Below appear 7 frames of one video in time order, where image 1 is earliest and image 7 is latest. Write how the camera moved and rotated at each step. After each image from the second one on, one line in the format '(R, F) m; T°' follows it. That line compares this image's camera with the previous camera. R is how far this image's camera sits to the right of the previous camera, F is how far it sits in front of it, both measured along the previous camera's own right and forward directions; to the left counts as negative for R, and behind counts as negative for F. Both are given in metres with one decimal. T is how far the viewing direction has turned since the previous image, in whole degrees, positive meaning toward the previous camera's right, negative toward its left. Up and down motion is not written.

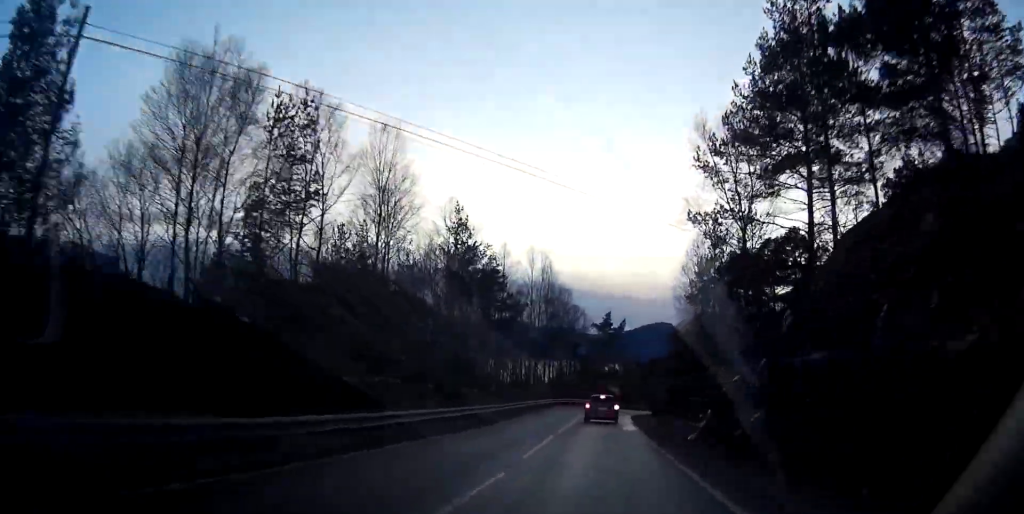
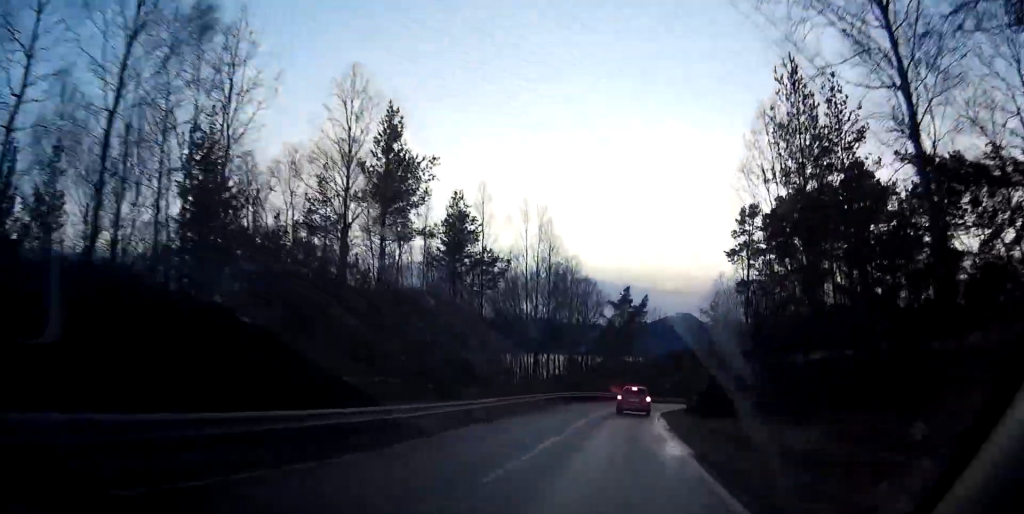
(-0.2, +17.5) m; -2°
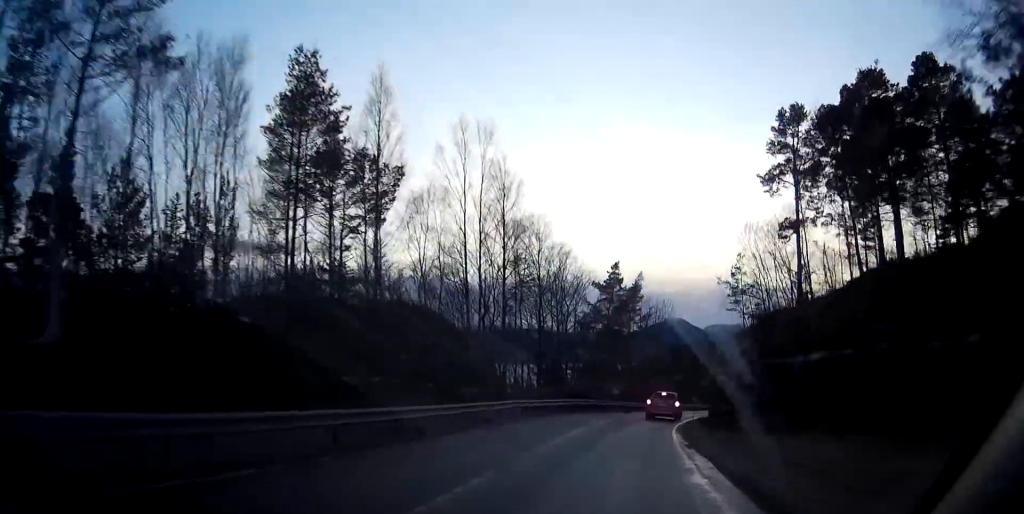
(-0.3, +19.6) m; +1°
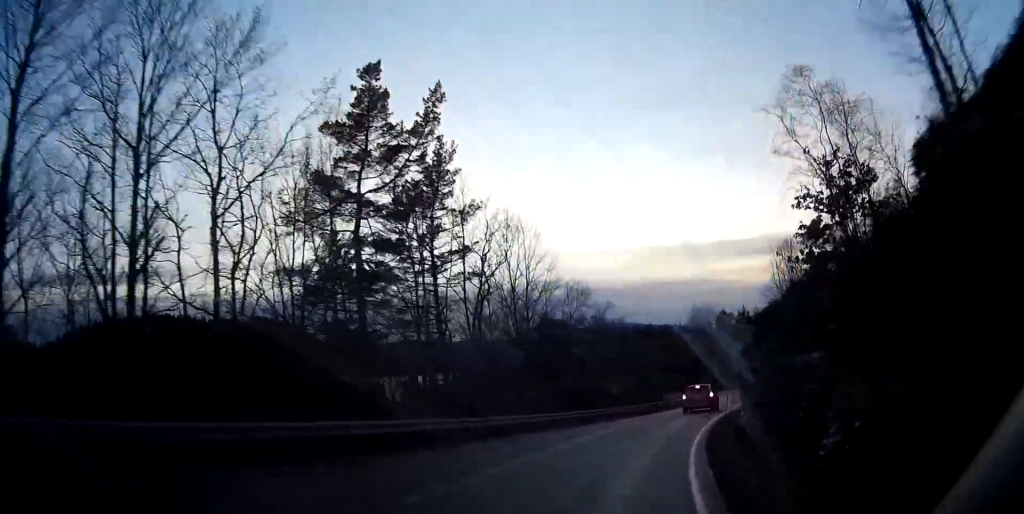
(+2.1, +42.0) m; +9°
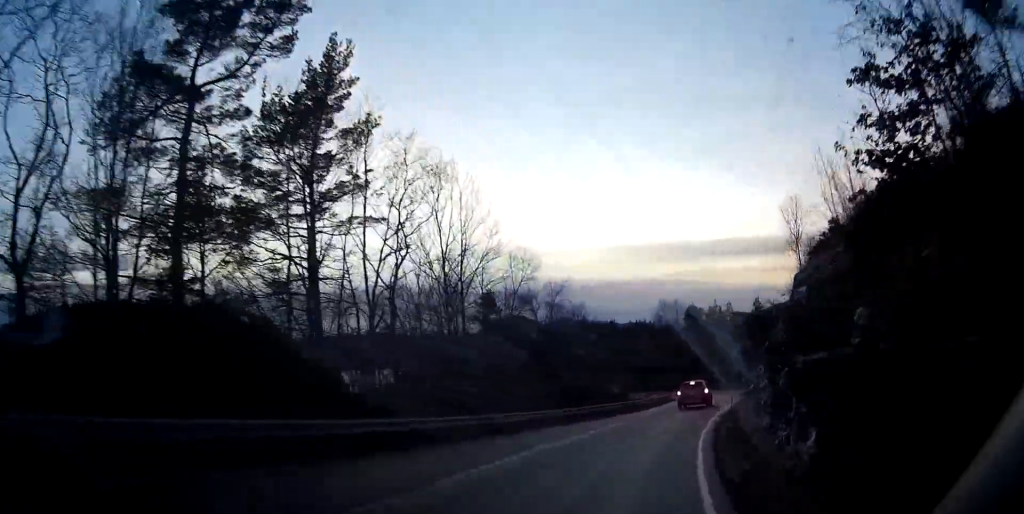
(+0.6, +9.2) m; +3°
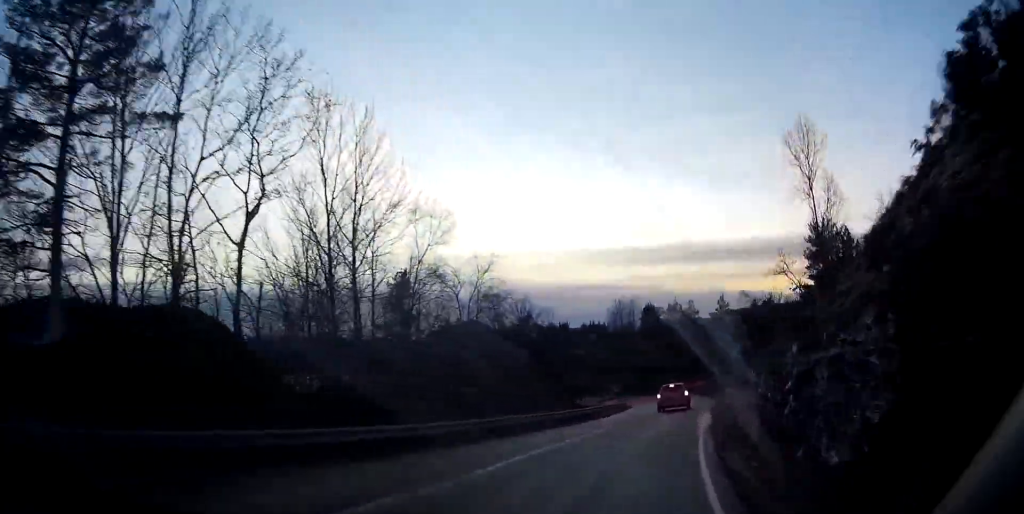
(+0.3, +9.8) m; +3°
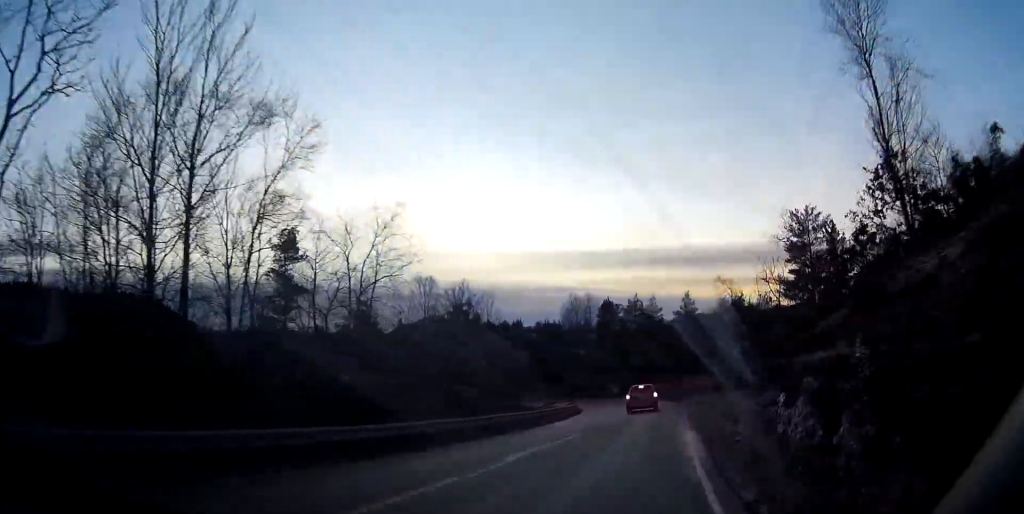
(+0.2, +10.0) m; +3°
